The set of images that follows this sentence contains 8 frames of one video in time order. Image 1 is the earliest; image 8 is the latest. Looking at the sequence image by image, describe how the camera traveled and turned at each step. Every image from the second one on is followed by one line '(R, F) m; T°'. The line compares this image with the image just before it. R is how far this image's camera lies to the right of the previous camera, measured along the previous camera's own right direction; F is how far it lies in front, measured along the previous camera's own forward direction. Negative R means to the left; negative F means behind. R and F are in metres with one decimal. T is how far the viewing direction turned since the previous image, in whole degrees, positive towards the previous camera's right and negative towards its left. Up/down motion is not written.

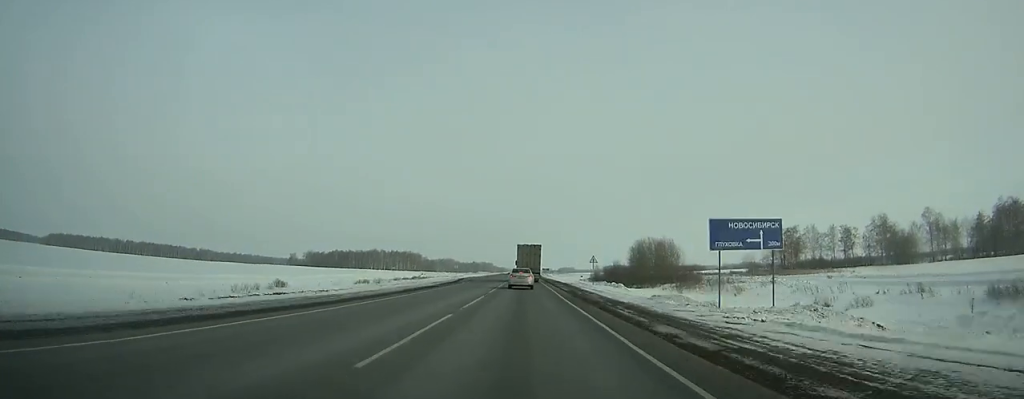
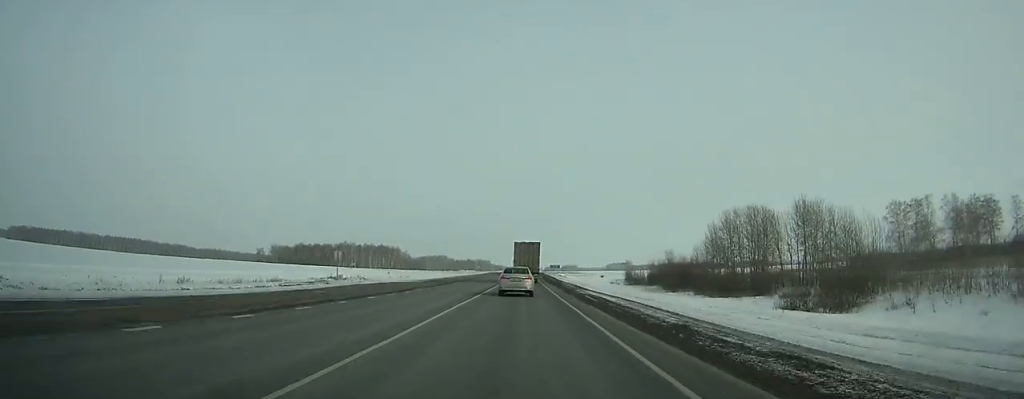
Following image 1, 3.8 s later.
(+0.1, +86.6) m; 0°
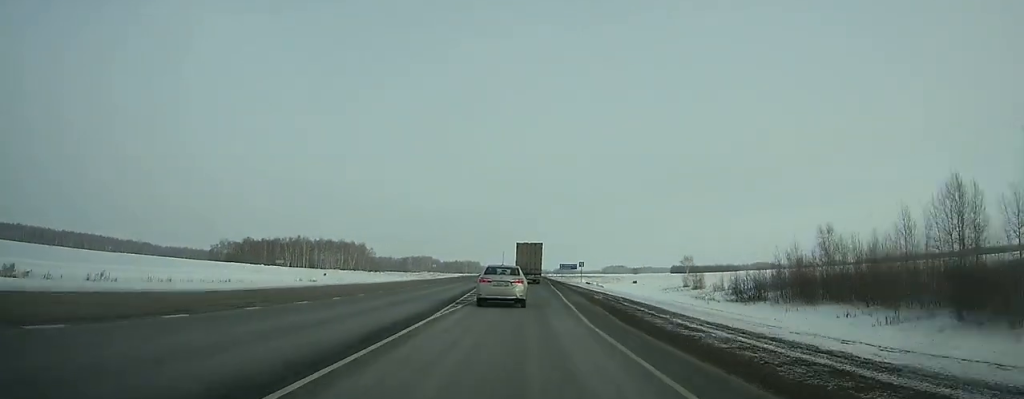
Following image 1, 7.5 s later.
(+0.3, +78.4) m; 0°
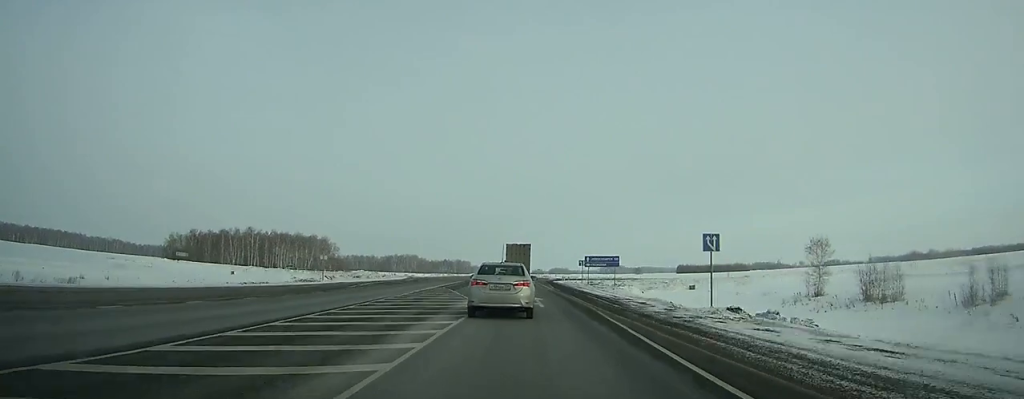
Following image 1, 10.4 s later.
(+0.2, +57.3) m; 0°
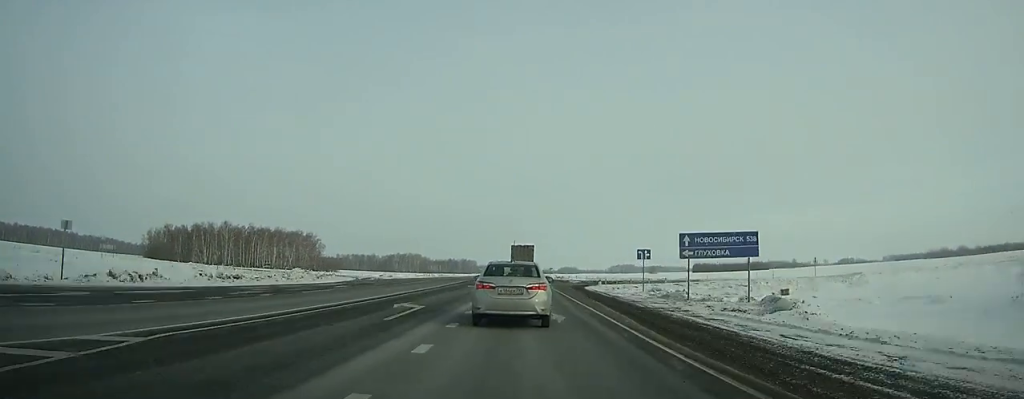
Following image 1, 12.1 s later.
(+0.1, +32.3) m; 0°
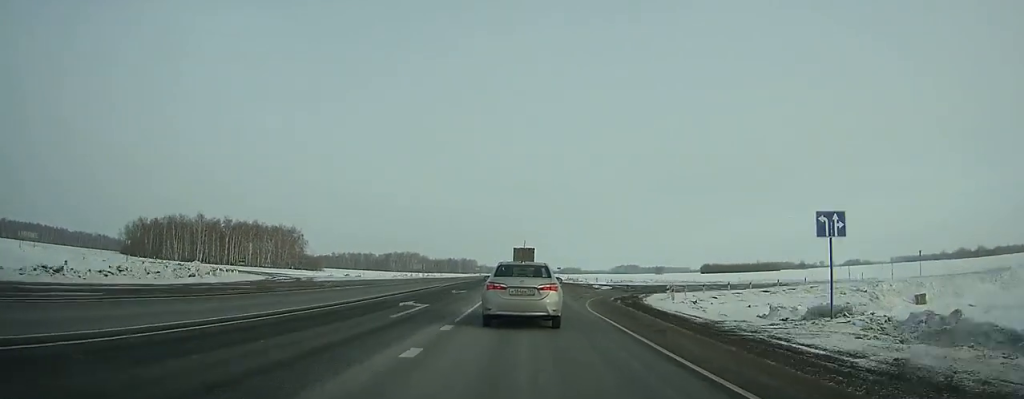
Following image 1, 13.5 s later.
(-0.2, +25.3) m; 0°
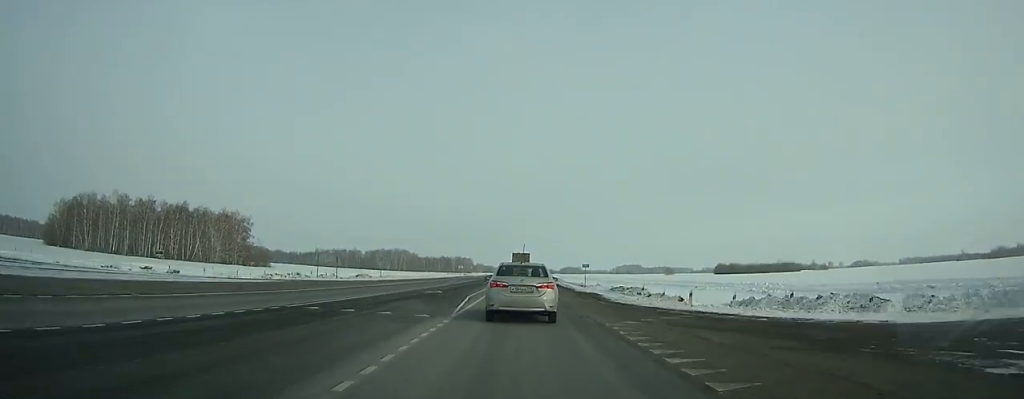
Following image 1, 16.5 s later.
(-0.3, +53.9) m; 0°
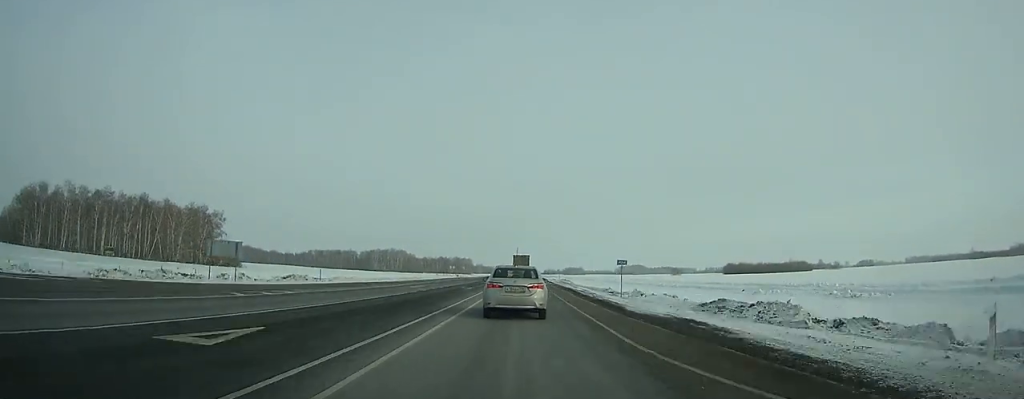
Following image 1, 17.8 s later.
(0.0, +23.2) m; 0°
